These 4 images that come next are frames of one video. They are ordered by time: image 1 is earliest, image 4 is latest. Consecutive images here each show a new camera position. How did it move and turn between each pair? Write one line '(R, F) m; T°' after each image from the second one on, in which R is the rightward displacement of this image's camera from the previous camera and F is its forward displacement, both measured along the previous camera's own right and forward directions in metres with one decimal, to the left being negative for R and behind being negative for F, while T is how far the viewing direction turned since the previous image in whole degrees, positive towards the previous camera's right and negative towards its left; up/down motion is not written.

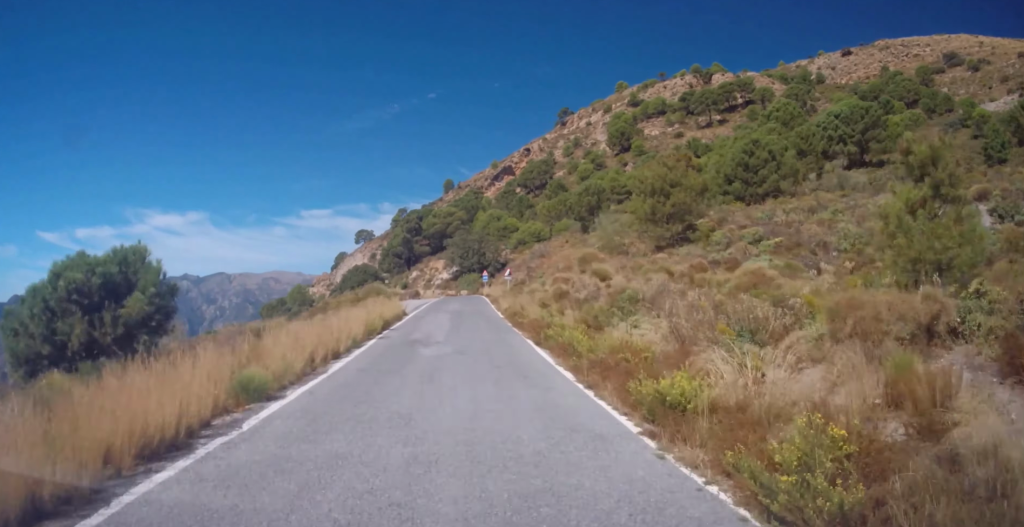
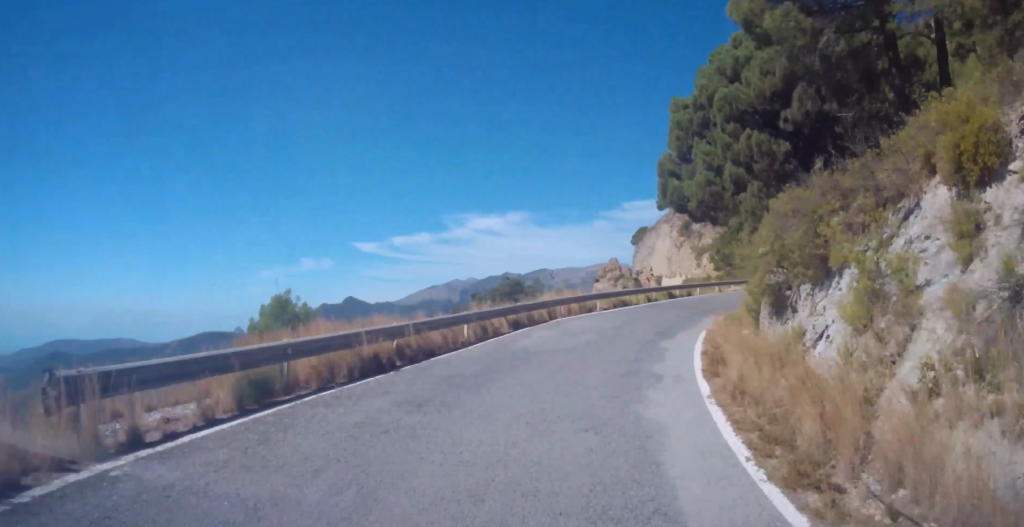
(0.0, +103.4) m; 0°
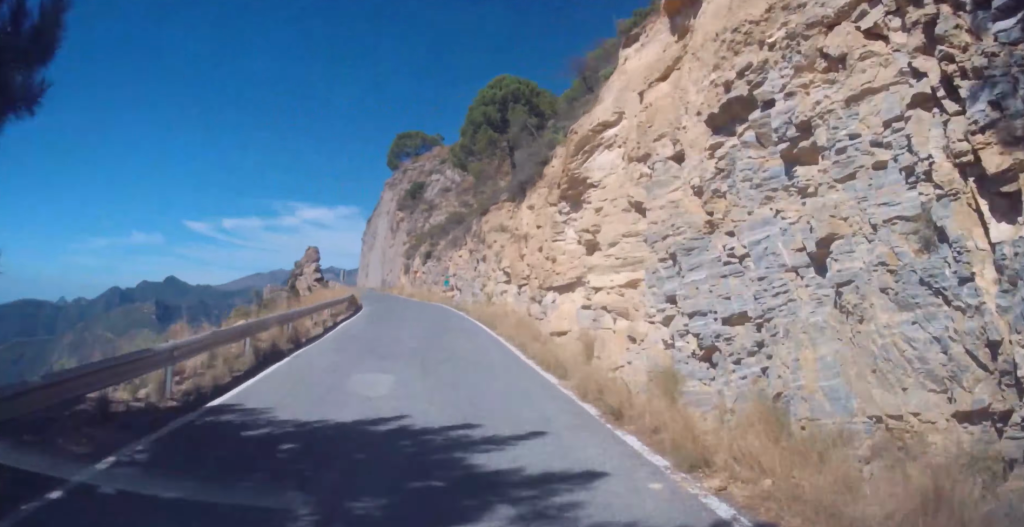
(-3.2, +85.8) m; -12°
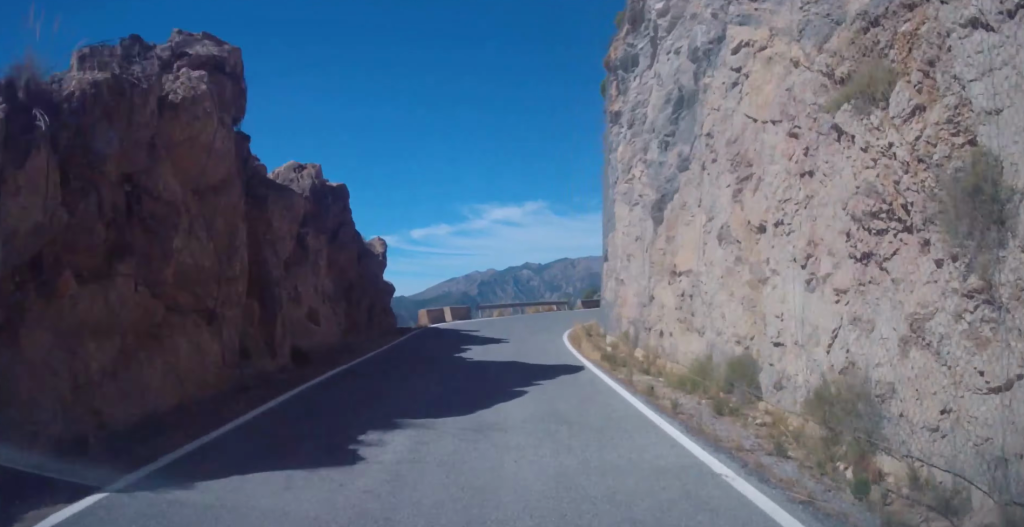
(-11.0, +106.1) m; +5°
